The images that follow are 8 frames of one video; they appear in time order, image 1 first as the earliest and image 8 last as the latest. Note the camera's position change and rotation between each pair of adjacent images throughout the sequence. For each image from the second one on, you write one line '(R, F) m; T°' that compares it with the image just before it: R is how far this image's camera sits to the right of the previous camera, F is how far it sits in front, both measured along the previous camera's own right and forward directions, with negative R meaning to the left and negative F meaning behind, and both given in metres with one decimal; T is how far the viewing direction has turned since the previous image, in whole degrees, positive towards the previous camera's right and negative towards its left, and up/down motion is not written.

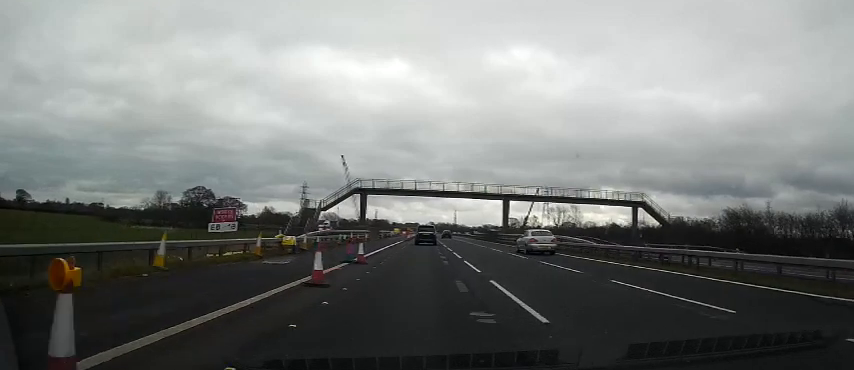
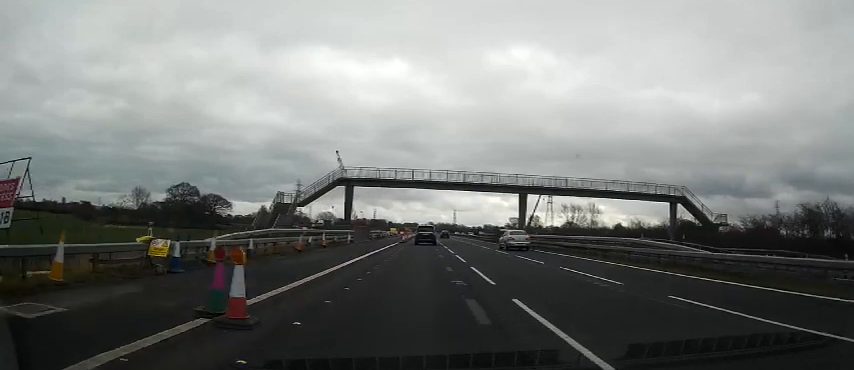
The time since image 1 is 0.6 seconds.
(-0.1, +13.0) m; 0°
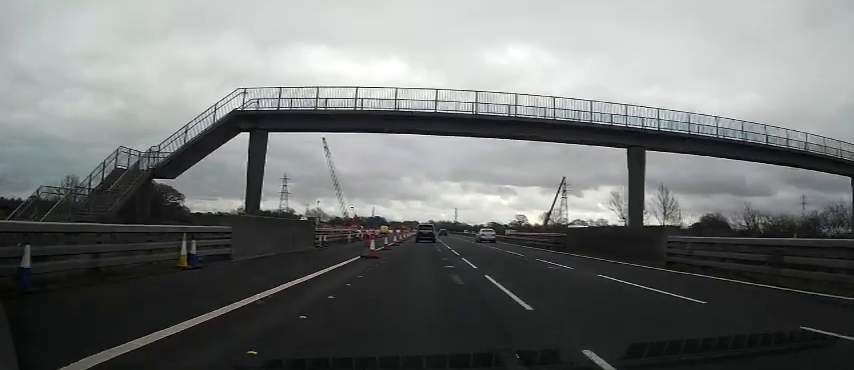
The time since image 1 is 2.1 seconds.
(0.0, +31.1) m; 0°
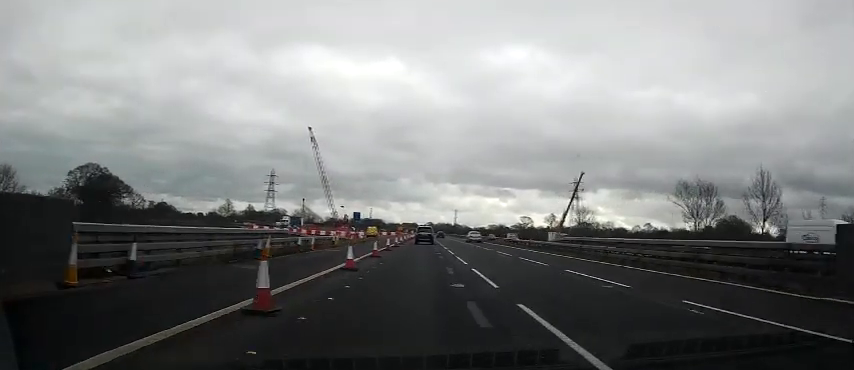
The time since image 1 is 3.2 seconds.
(0.0, +22.5) m; 0°
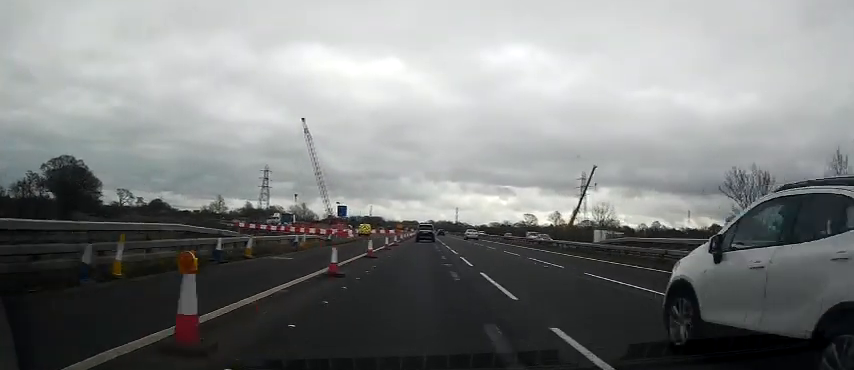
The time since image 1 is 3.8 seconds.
(0.0, +11.4) m; 0°
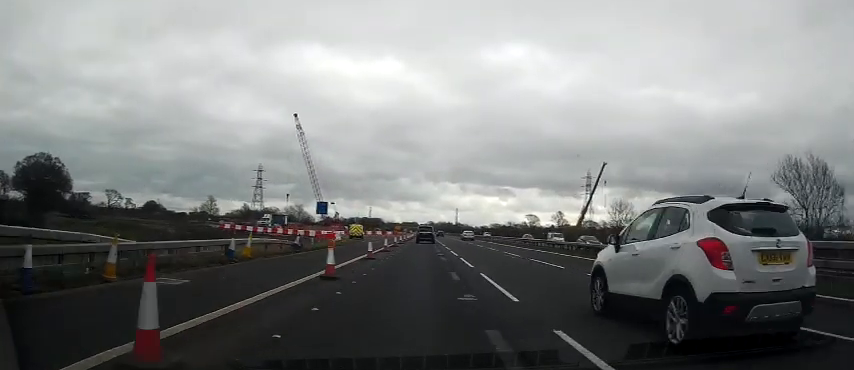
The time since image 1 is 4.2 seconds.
(0.0, +8.8) m; 0°
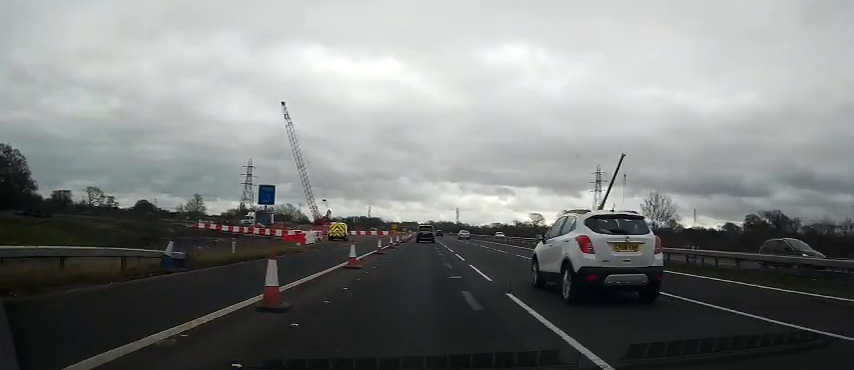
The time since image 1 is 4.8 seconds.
(0.0, +14.0) m; 0°
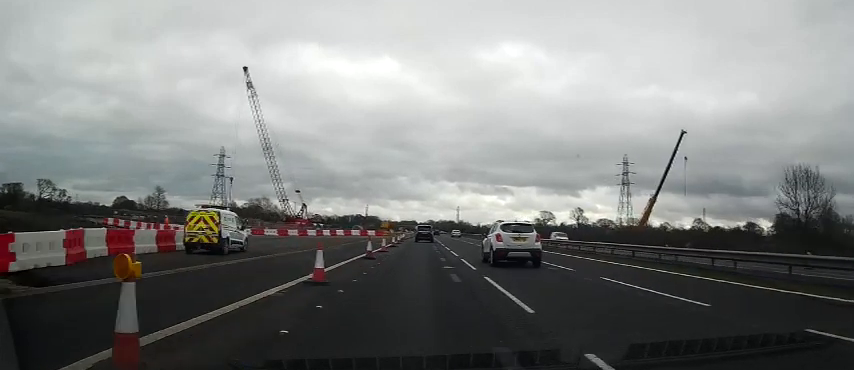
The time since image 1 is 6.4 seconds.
(+0.1, +32.2) m; +1°
